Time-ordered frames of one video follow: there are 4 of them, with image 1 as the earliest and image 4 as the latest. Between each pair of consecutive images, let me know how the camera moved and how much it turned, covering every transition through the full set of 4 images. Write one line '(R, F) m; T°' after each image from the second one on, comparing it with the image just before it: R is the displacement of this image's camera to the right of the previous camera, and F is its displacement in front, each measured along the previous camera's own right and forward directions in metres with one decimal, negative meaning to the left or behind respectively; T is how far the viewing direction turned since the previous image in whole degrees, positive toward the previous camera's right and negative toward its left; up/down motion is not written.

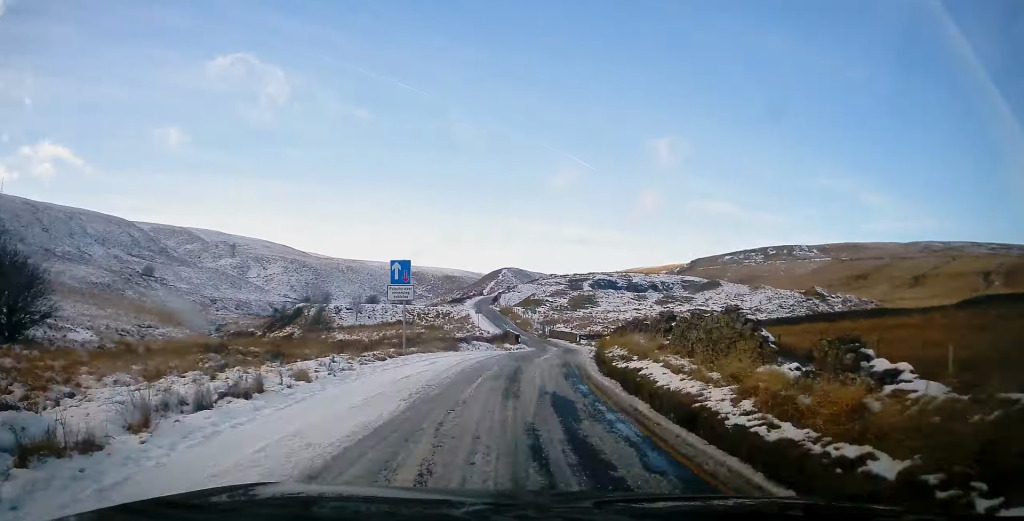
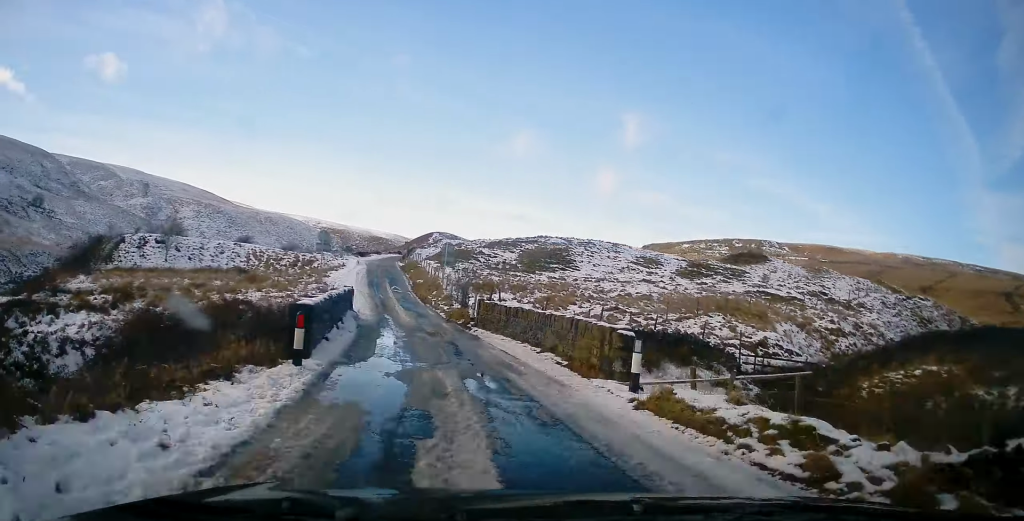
(+1.3, +46.1) m; -3°
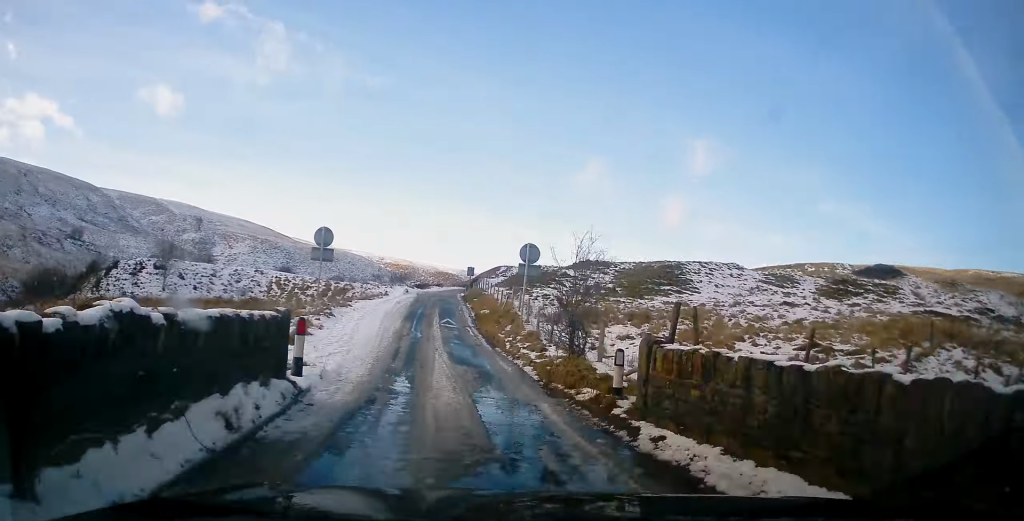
(-1.3, +13.7) m; -2°
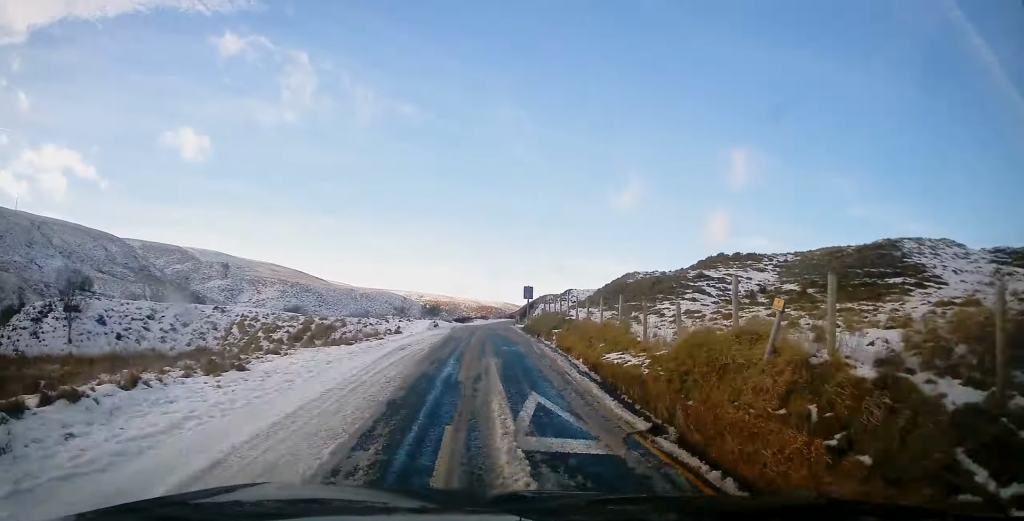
(-1.3, +19.0) m; -3°
